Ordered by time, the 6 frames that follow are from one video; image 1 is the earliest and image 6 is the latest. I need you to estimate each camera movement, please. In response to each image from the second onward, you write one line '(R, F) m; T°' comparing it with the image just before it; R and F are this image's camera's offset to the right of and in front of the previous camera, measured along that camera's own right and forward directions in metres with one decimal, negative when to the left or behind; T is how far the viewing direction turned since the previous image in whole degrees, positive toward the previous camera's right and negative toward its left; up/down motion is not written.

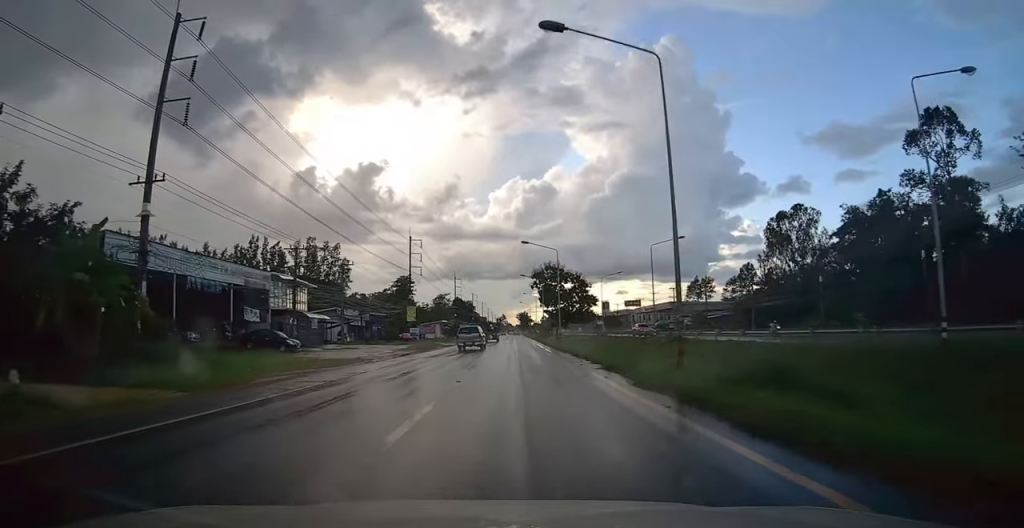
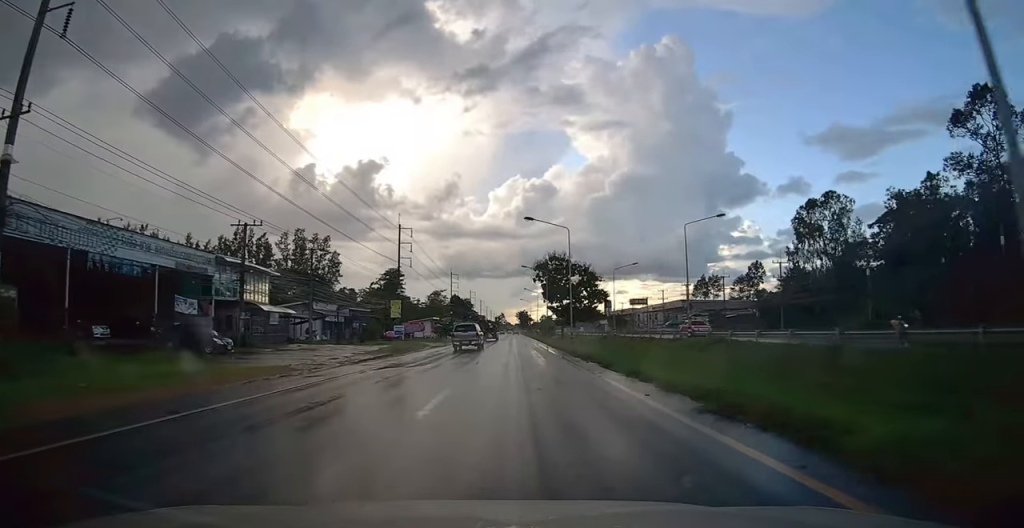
(0.0, +10.3) m; 0°
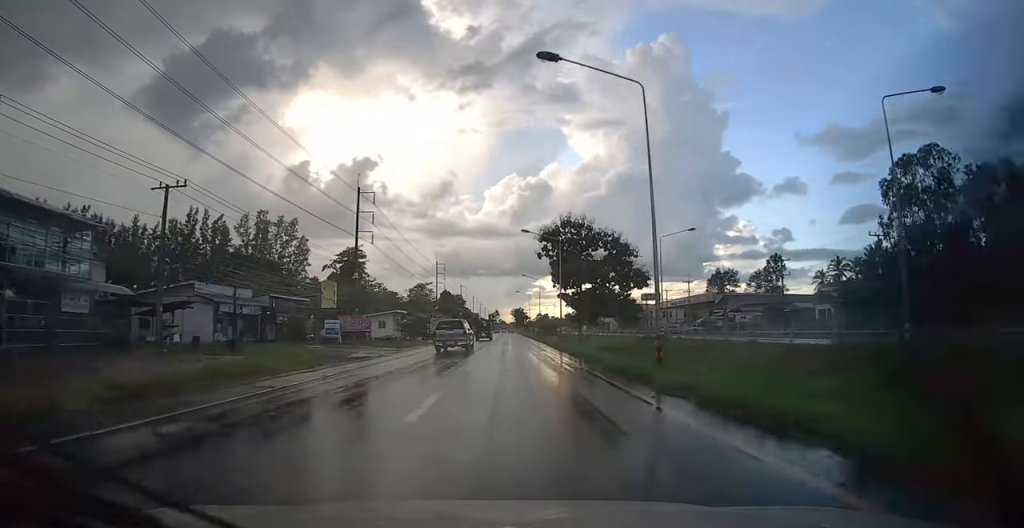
(+0.1, +24.4) m; 0°
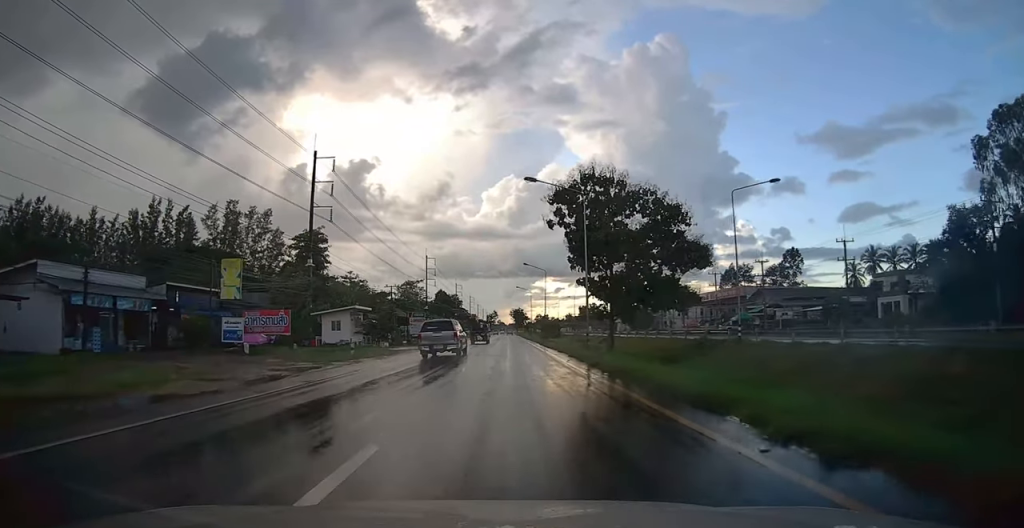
(-0.1, +16.4) m; 0°
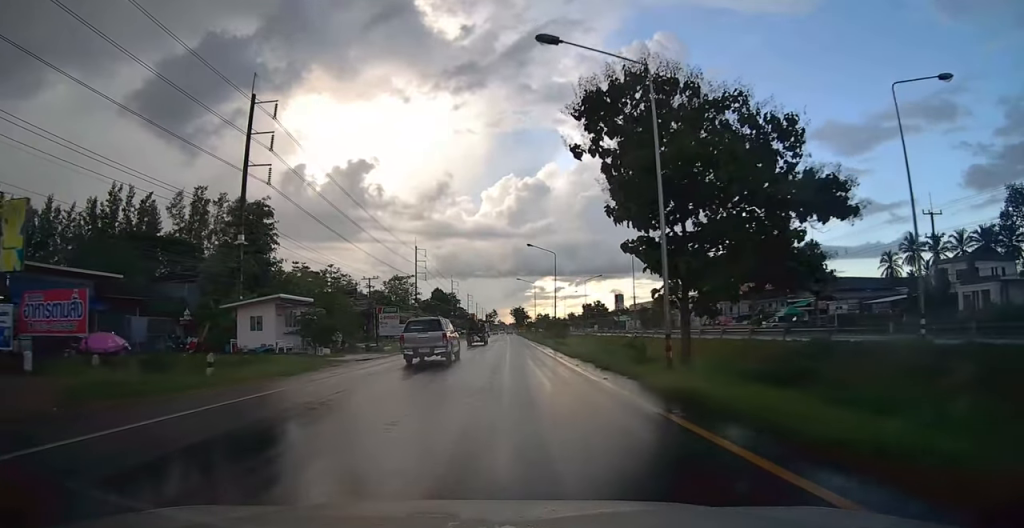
(+0.1, +15.1) m; 0°
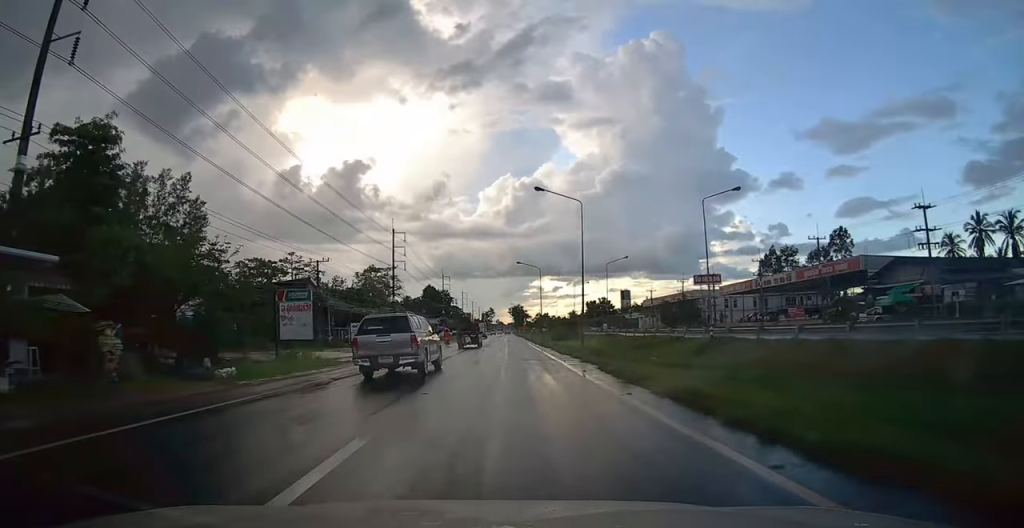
(0.0, +21.8) m; 0°
